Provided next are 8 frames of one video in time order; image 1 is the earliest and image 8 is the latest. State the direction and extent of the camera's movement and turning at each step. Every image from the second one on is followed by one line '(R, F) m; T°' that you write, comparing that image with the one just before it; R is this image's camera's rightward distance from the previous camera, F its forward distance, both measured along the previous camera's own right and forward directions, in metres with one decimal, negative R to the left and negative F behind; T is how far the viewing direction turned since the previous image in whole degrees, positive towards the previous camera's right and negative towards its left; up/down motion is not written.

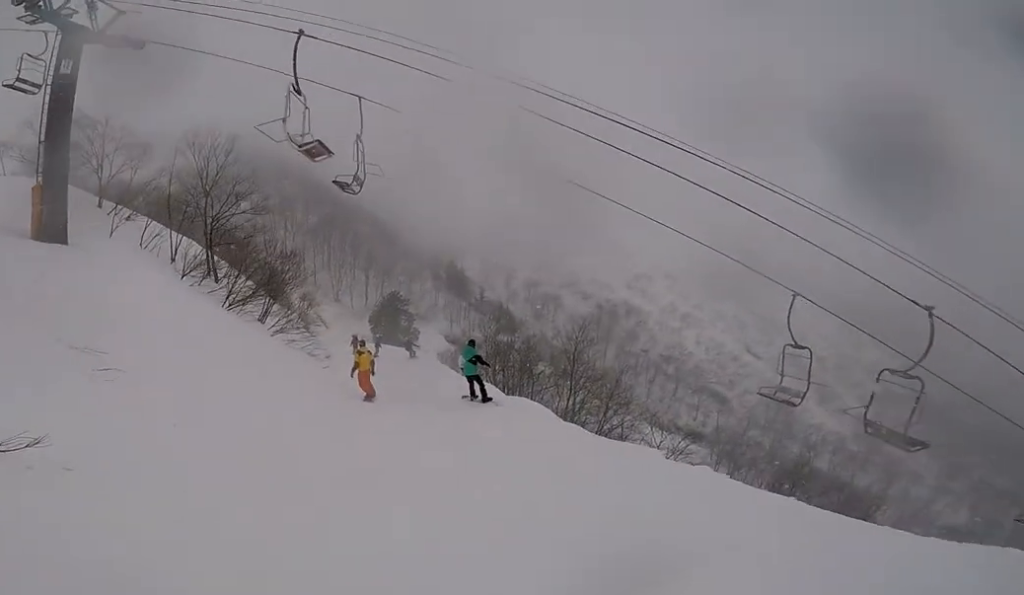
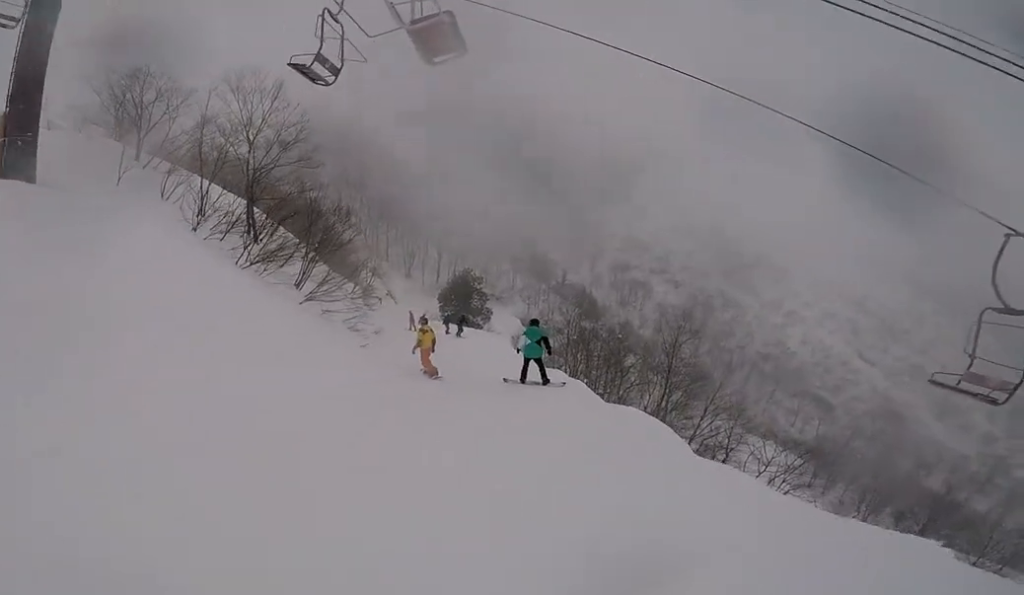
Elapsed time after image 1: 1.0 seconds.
(+0.3, +3.3) m; +10°
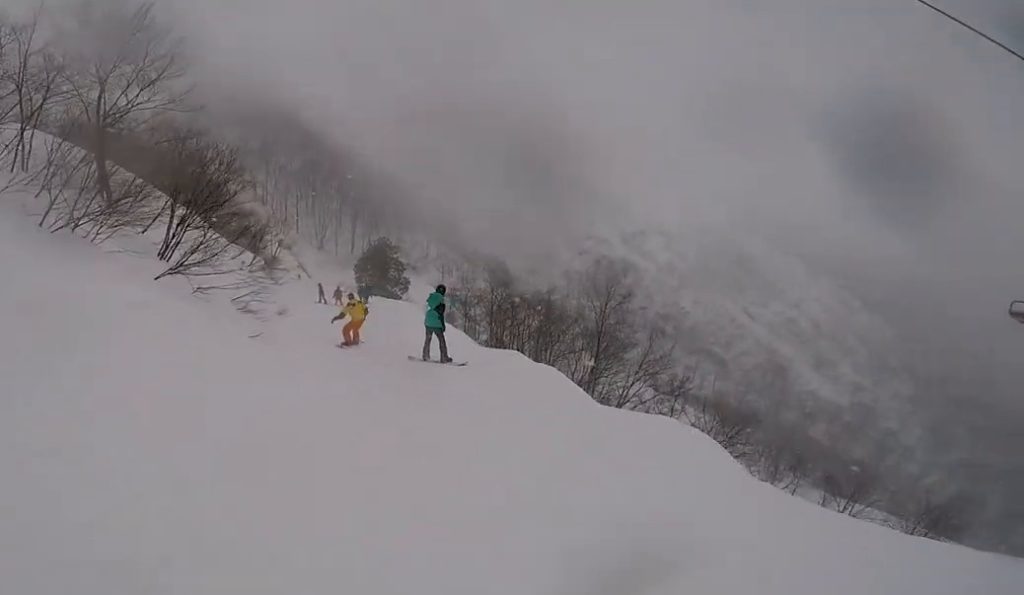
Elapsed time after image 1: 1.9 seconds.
(+0.4, +3.7) m; +1°
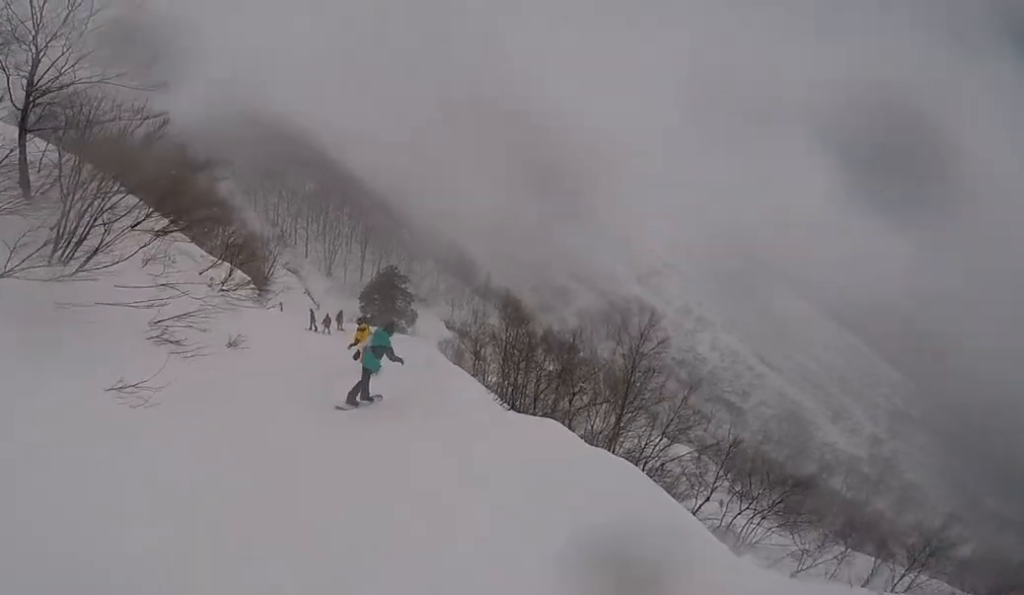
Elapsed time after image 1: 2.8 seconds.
(-0.2, +3.6) m; -12°
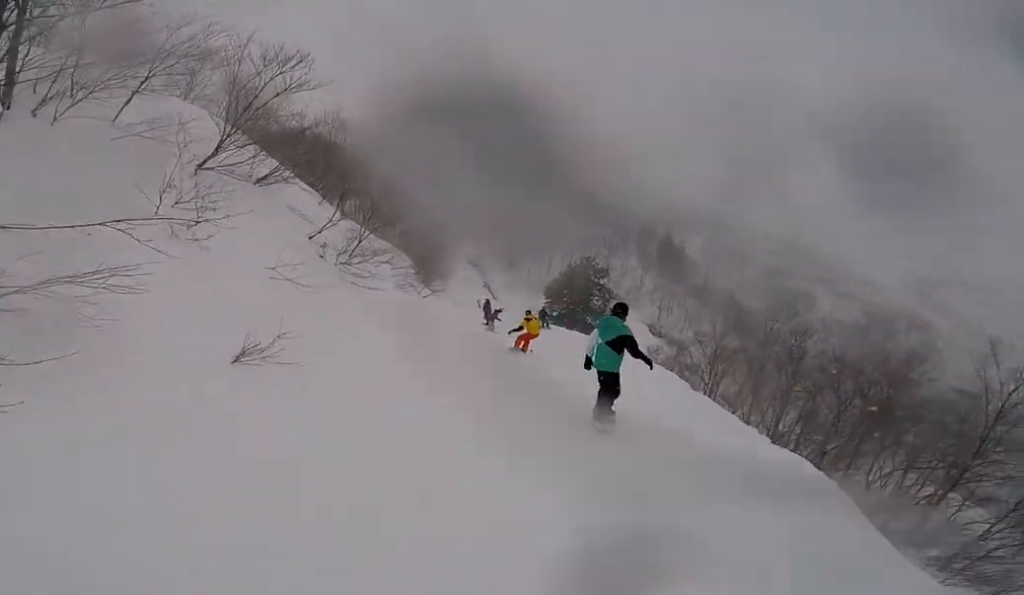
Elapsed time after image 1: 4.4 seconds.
(-1.8, +6.5) m; -28°
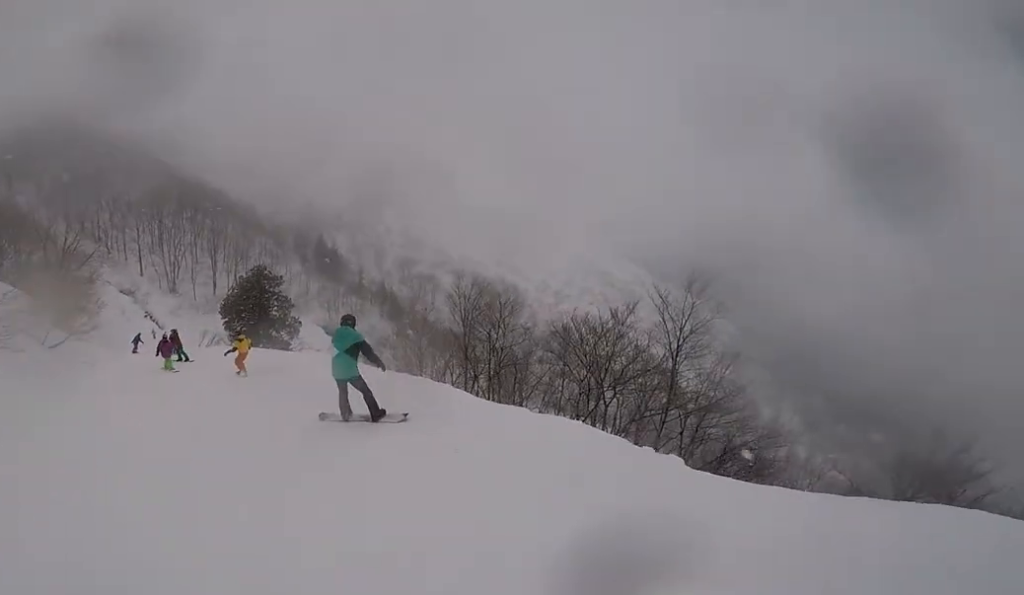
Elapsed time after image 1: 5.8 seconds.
(+1.1, +5.5) m; +28°
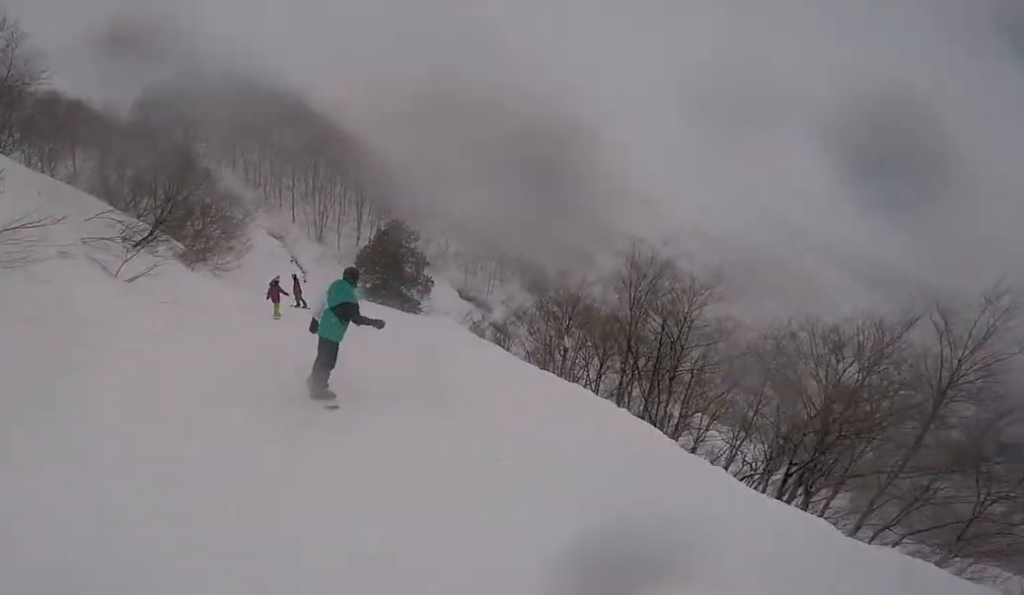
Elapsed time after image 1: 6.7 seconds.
(+0.7, +3.3) m; +3°
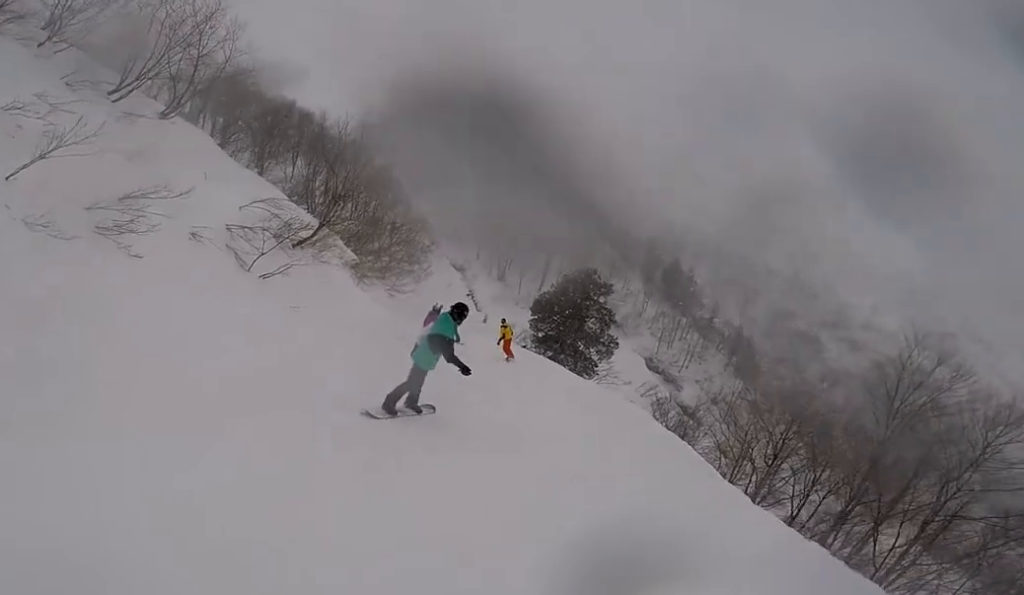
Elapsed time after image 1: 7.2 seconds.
(-0.2, +2.4) m; -11°
